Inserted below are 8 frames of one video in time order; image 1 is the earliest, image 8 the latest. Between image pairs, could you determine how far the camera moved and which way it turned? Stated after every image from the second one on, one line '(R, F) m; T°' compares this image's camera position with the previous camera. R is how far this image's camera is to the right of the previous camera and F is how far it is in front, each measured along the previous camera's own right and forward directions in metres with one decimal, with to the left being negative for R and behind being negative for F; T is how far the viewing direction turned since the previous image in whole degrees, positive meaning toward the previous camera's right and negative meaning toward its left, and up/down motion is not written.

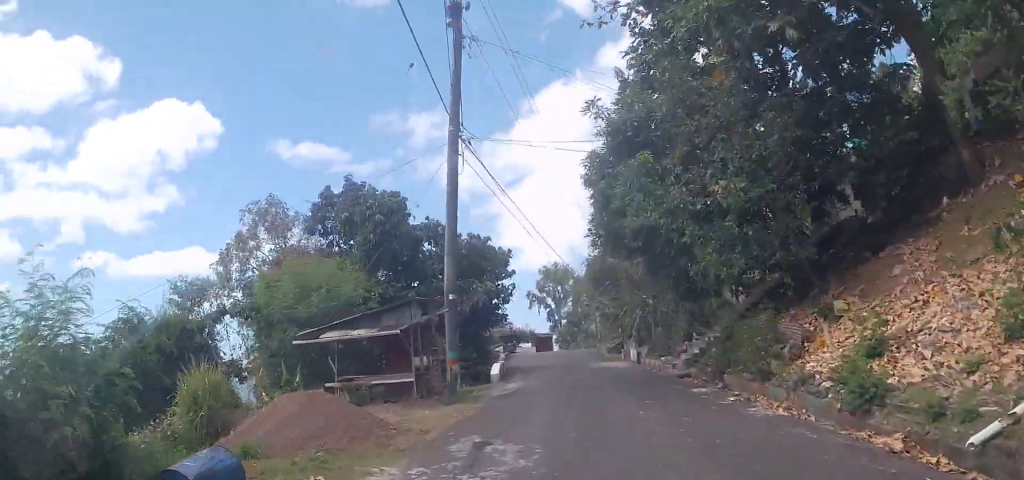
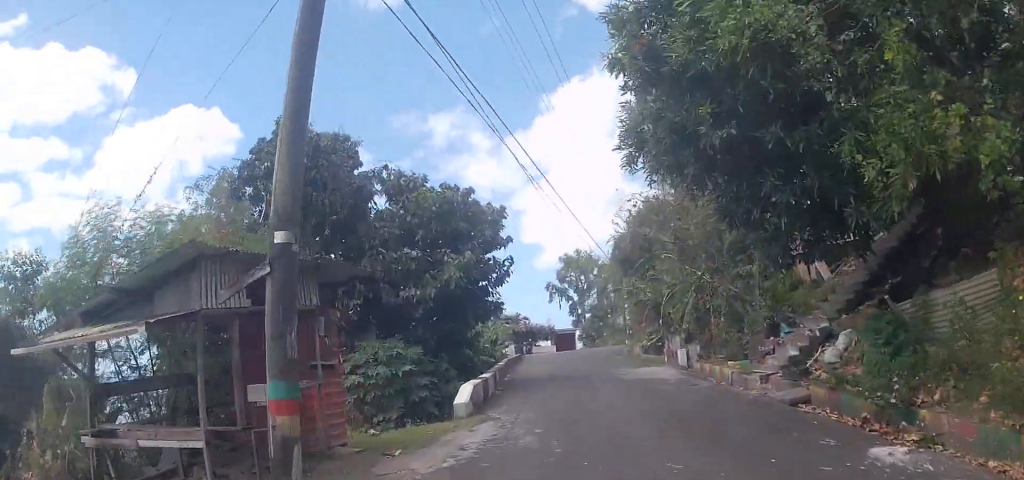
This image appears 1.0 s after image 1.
(0.0, +8.2) m; -1°
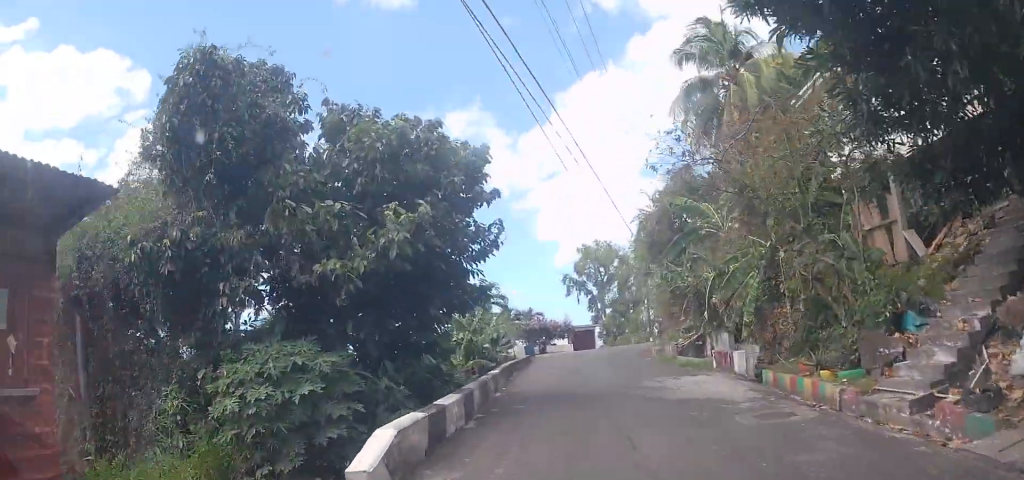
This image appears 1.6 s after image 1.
(0.0, +5.6) m; -1°
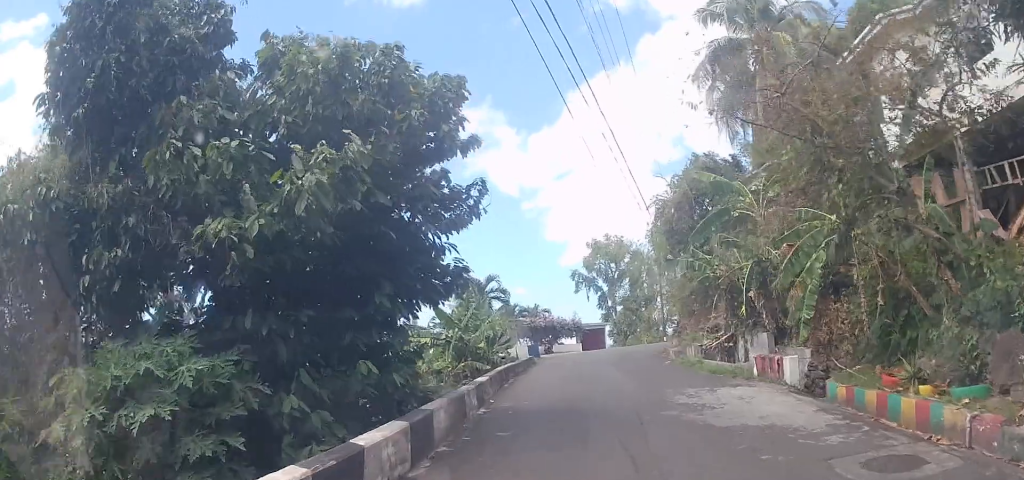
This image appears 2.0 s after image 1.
(-0.1, +3.3) m; 0°
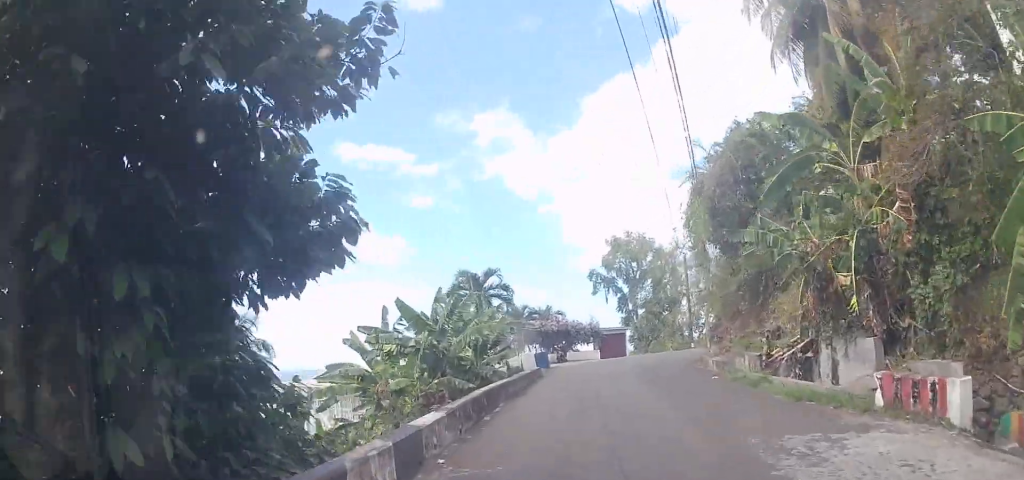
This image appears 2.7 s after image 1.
(-0.1, +5.4) m; 0°
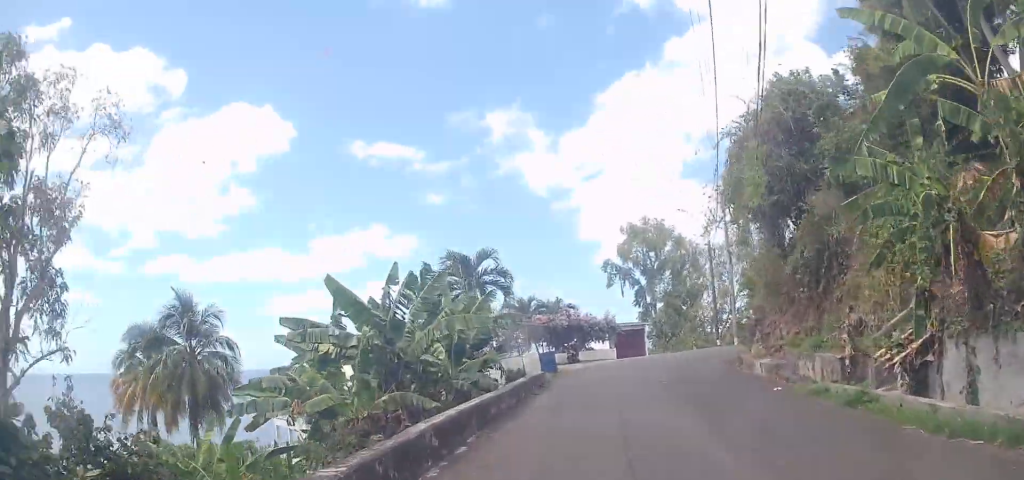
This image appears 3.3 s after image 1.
(0.0, +4.7) m; +1°
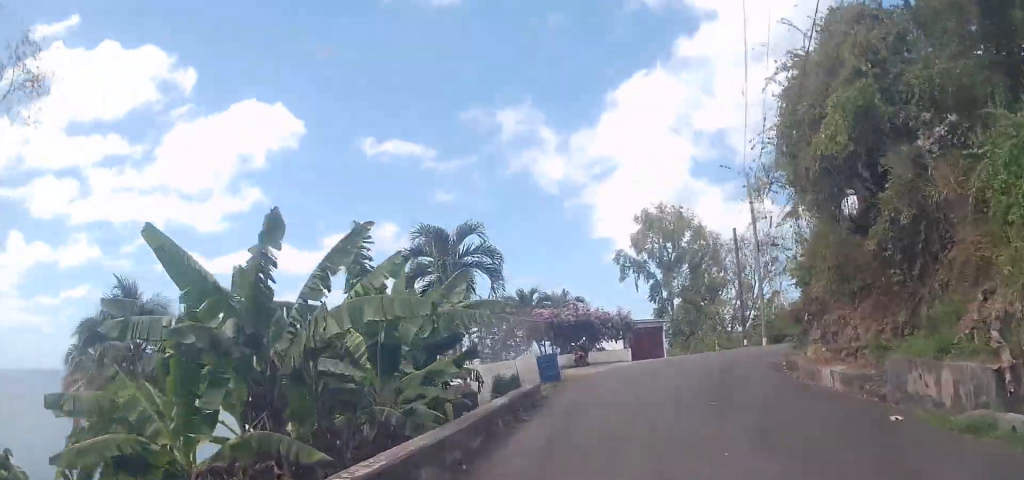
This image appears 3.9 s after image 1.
(0.0, +5.0) m; 0°
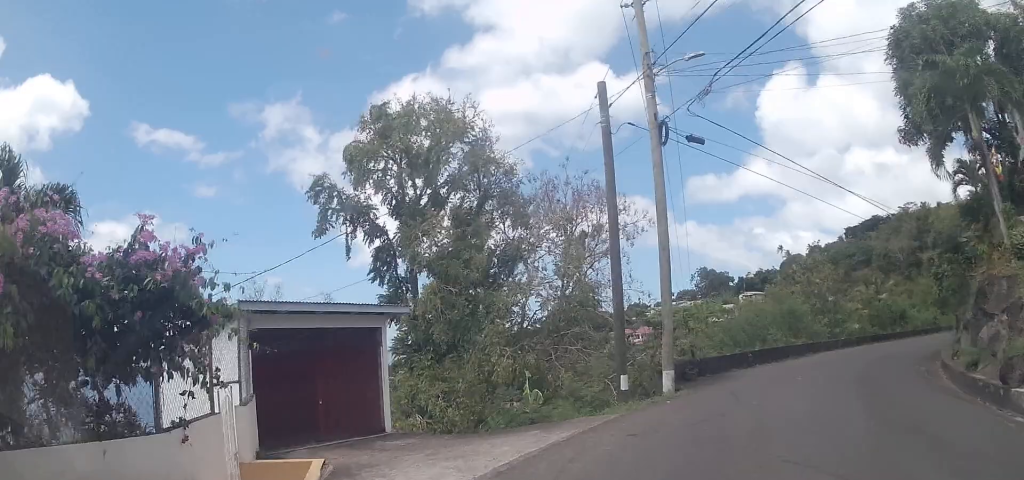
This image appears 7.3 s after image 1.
(+1.7, +26.5) m; +19°
